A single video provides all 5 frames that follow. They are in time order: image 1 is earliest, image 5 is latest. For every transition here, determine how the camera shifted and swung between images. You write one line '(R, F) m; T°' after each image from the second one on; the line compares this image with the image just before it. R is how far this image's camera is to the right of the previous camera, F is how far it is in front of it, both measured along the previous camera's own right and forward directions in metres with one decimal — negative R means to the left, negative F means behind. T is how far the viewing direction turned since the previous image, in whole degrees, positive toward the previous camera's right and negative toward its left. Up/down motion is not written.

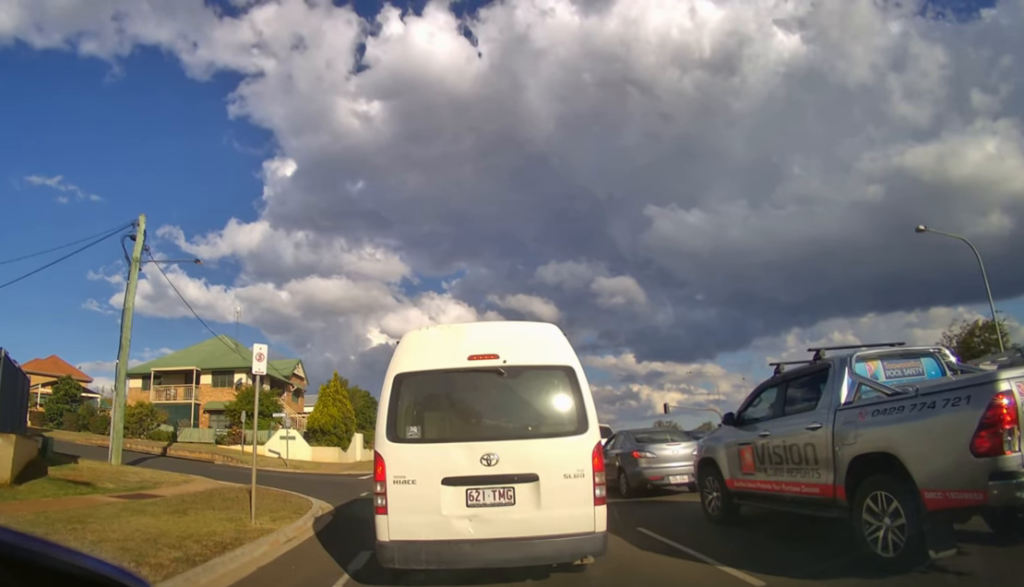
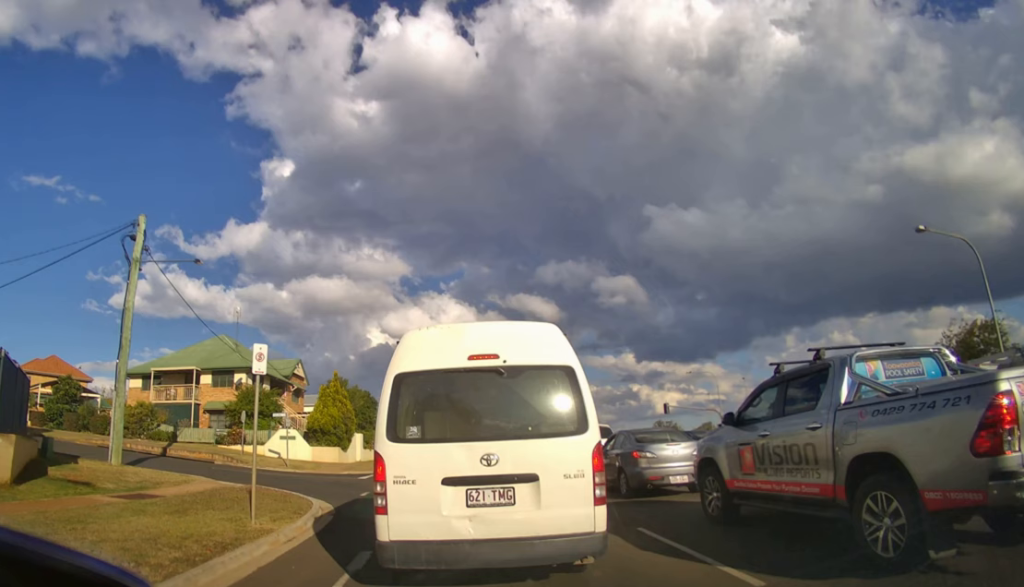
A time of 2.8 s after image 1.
(0.0, 0.0) m; 0°
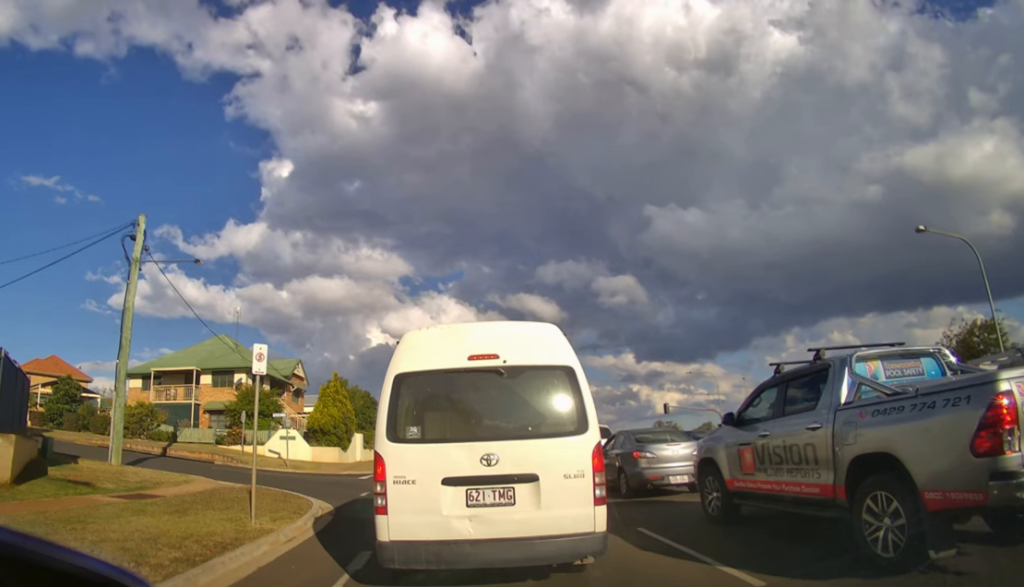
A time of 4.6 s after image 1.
(0.0, 0.0) m; 0°
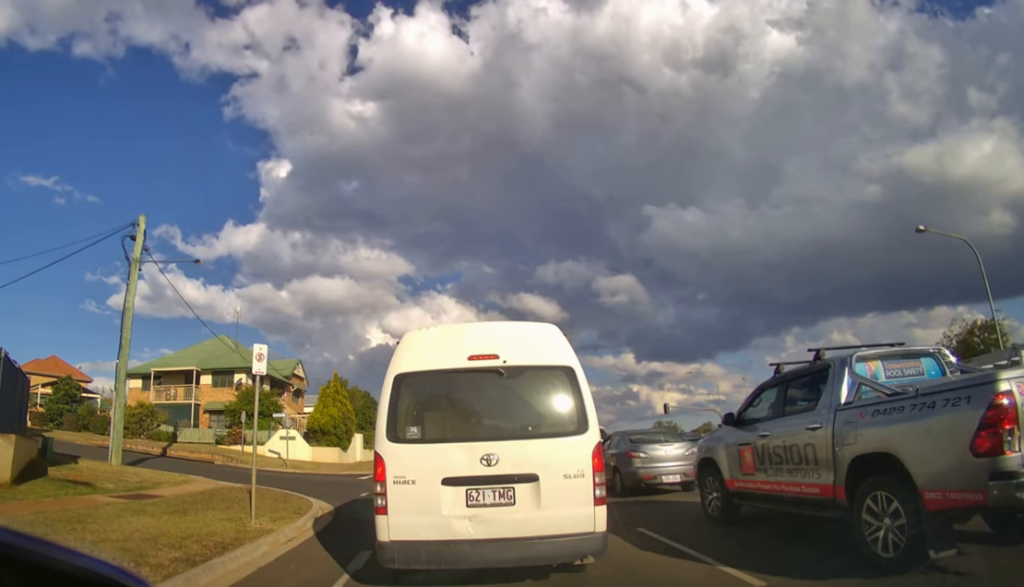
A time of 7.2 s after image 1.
(0.0, 0.0) m; 0°
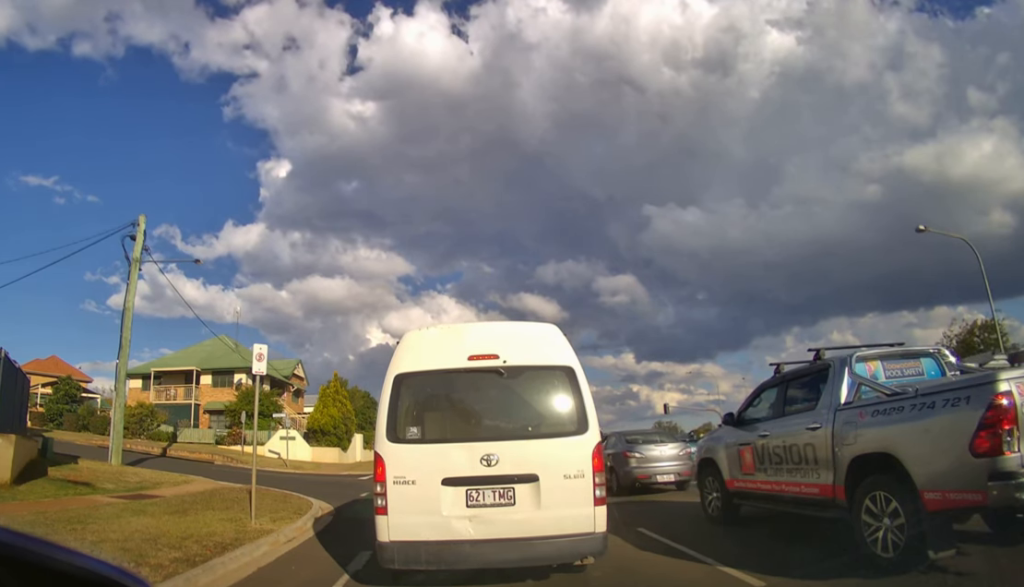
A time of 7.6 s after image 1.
(0.0, 0.0) m; 0°
